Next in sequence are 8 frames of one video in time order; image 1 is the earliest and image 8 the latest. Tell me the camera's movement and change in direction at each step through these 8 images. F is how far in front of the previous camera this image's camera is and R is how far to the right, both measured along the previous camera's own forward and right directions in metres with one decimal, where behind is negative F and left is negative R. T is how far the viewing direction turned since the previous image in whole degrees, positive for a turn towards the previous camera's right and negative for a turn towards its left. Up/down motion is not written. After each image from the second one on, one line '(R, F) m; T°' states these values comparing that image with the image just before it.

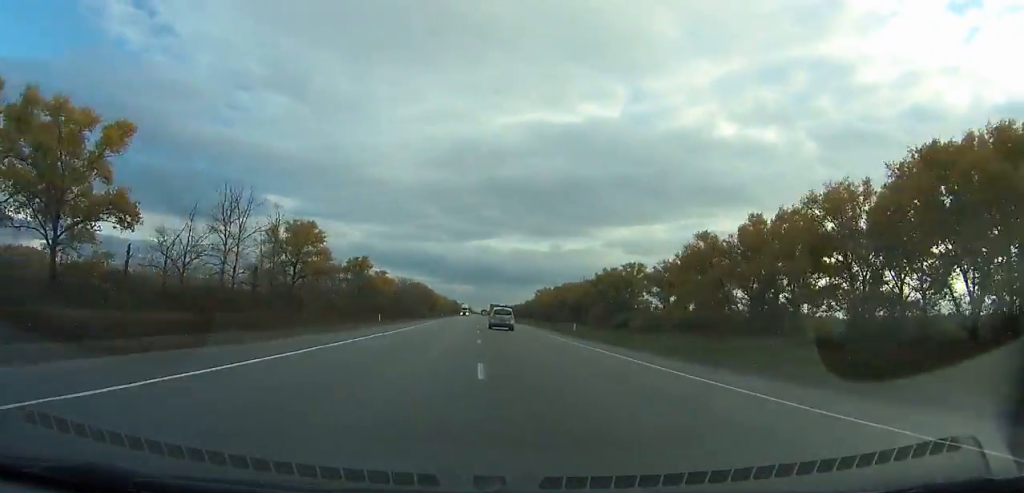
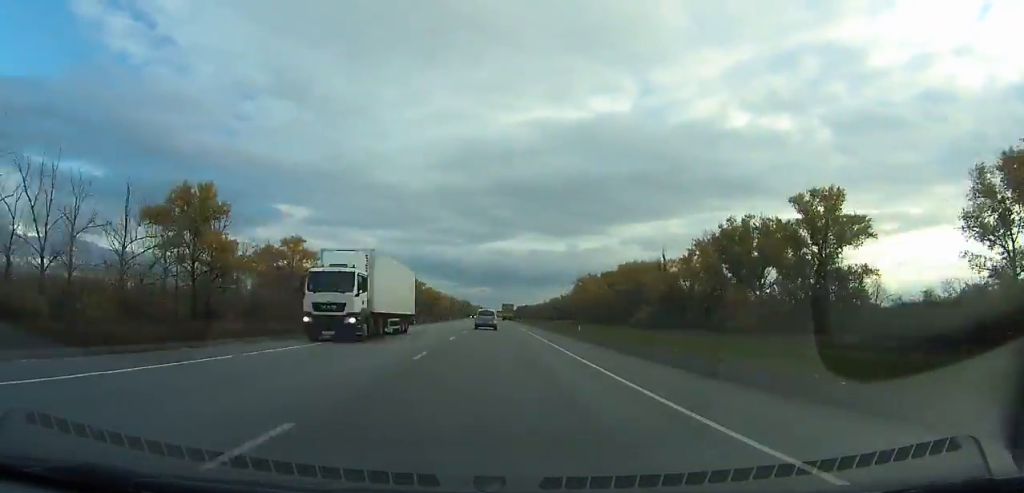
(+1.1, +104.6) m; 0°
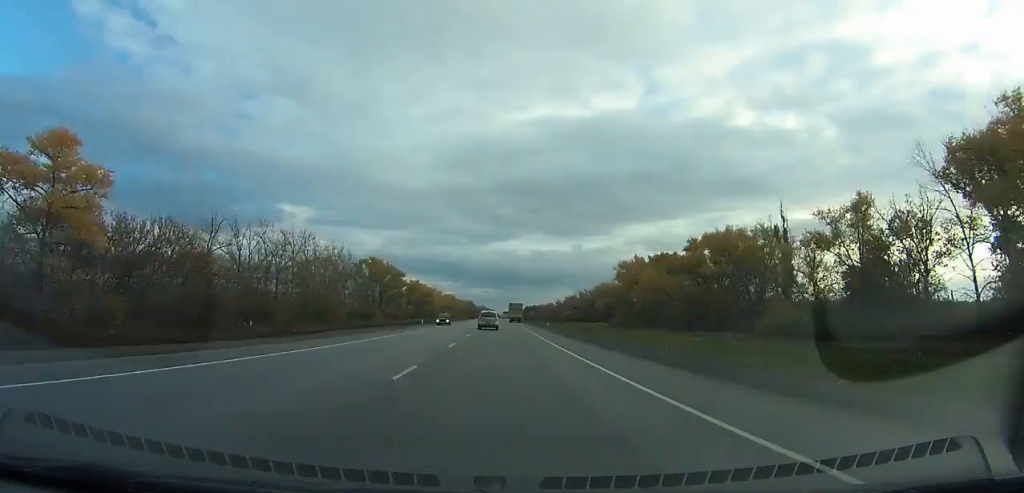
(-0.8, +66.0) m; 0°
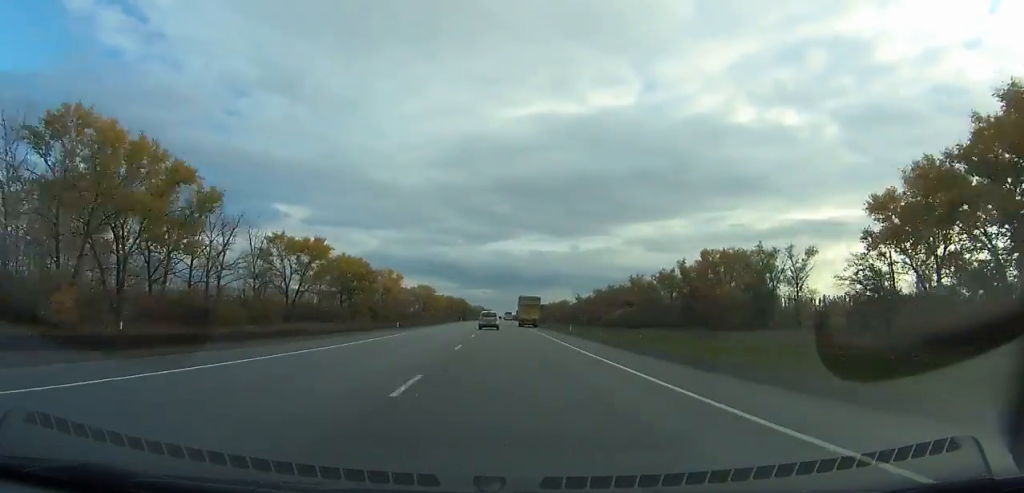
(-0.7, +122.4) m; 0°
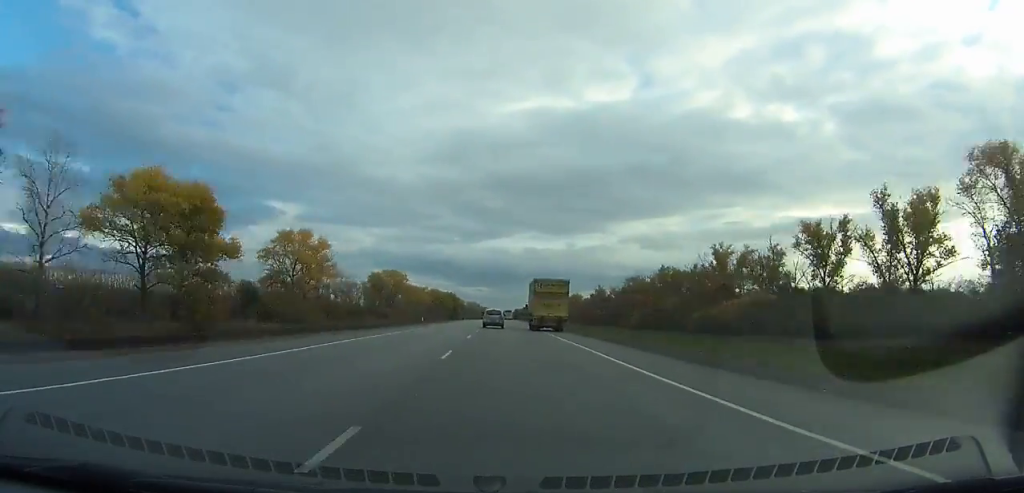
(+0.1, +78.3) m; 0°
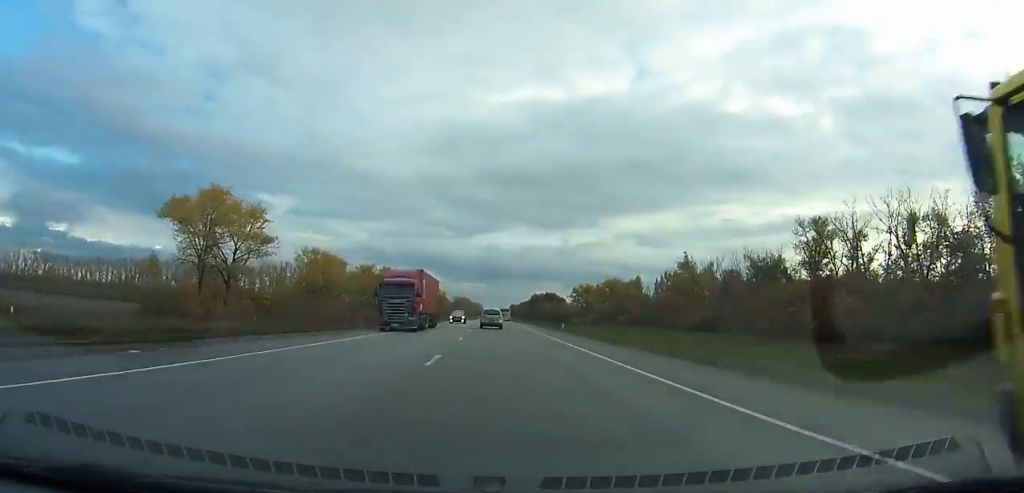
(+0.4, +121.4) m; 0°
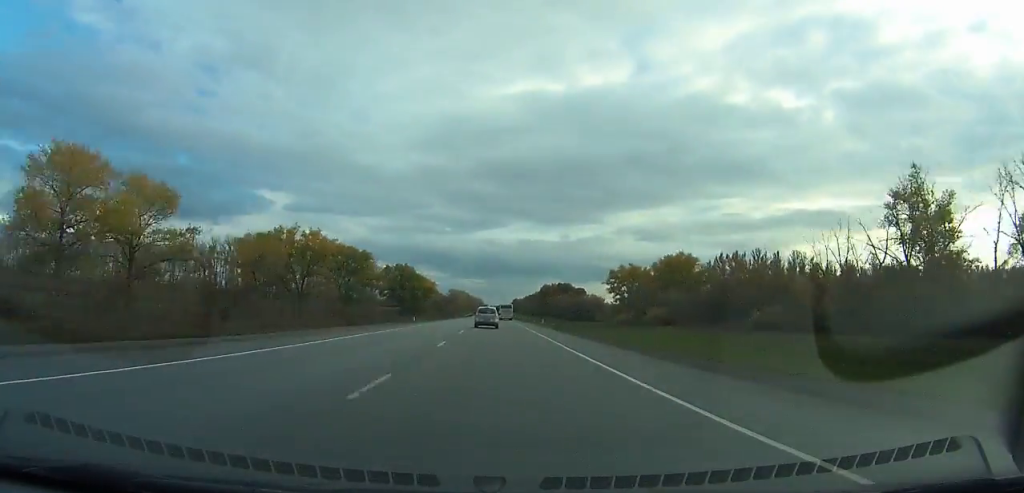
(+0.1, +76.0) m; 0°
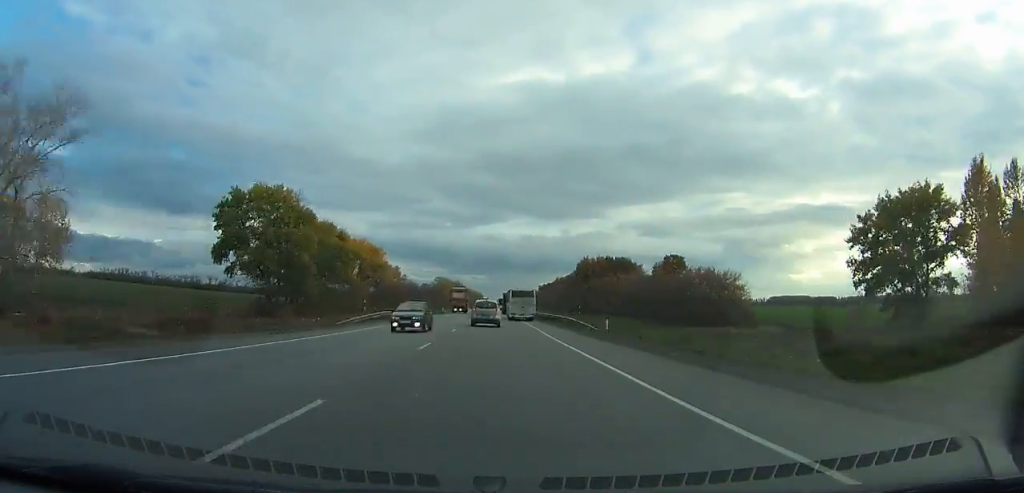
(-0.2, +143.8) m; 0°
